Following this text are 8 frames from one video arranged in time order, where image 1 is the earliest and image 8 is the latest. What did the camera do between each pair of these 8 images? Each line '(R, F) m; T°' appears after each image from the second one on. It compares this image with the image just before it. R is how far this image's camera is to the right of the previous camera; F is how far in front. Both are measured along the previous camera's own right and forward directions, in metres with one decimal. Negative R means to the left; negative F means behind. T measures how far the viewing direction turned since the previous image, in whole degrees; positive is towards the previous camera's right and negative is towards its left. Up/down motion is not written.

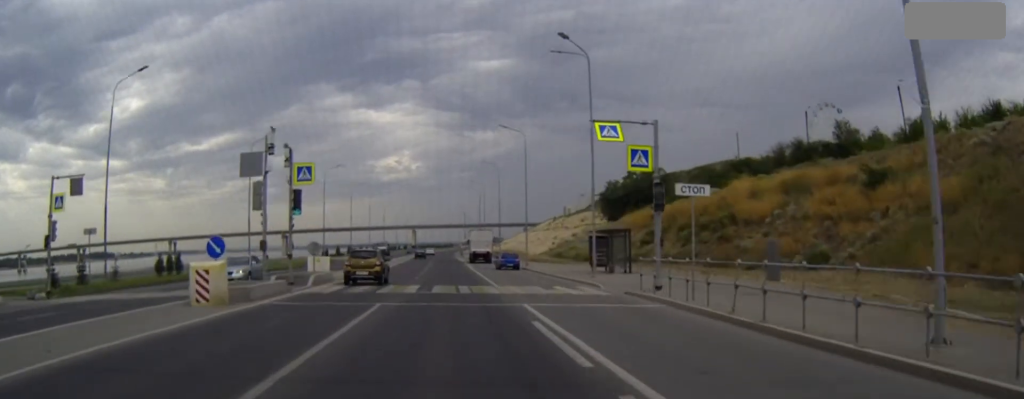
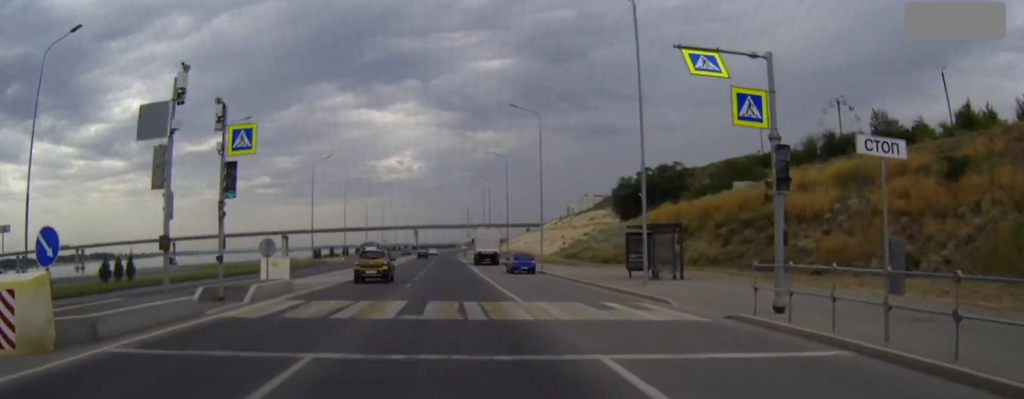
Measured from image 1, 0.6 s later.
(0.0, +10.3) m; 0°
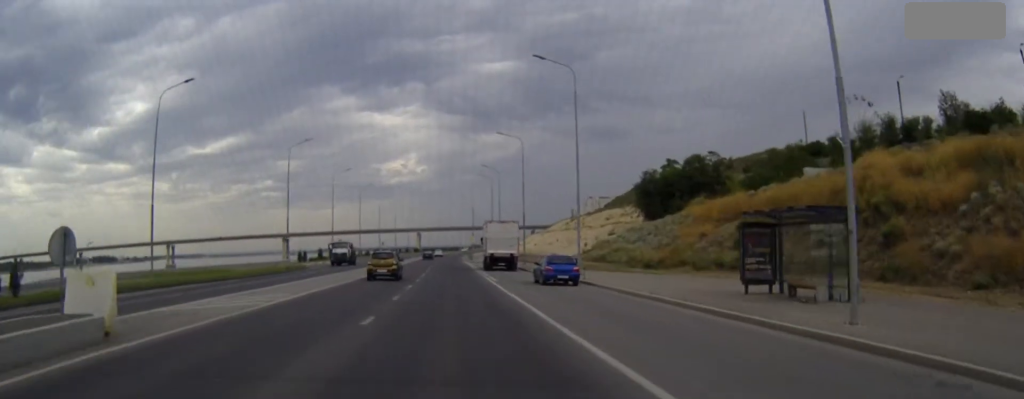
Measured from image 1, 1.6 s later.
(0.0, +16.2) m; 0°
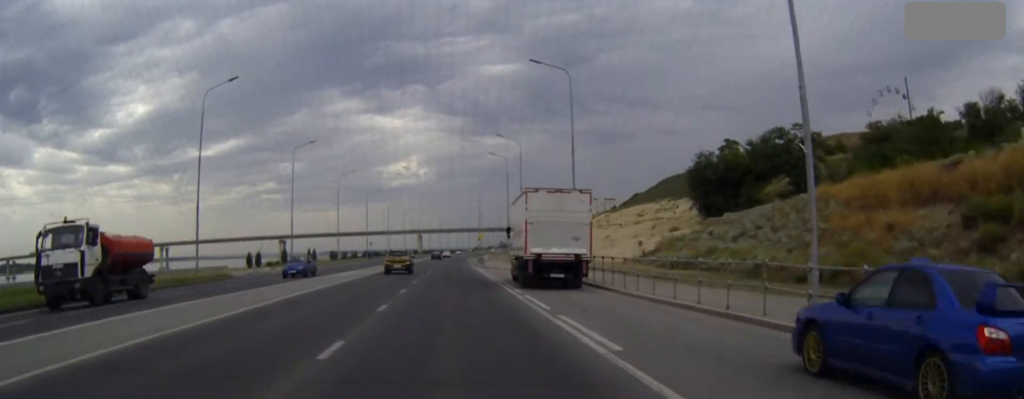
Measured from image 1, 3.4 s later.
(-0.1, +29.0) m; 0°
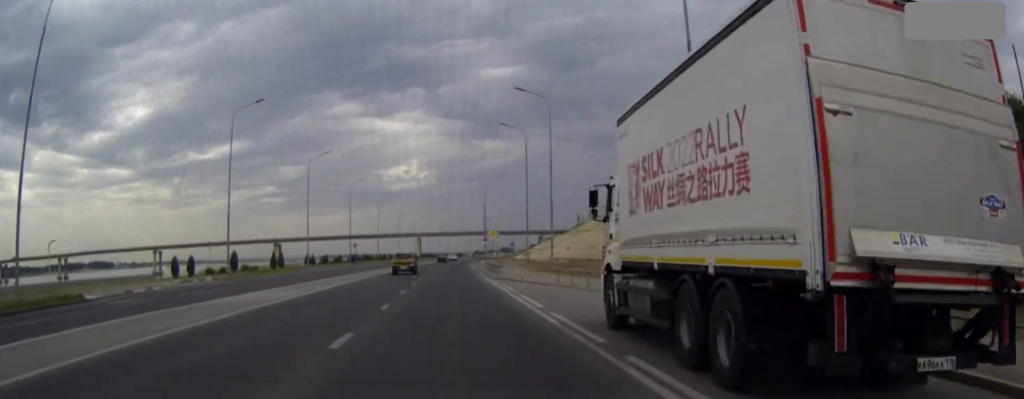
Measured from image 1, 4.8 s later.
(0.0, +23.0) m; 0°
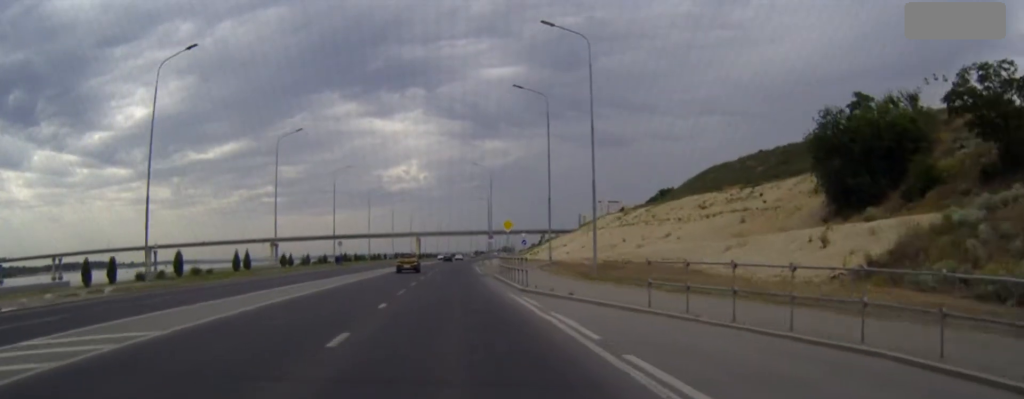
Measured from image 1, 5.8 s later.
(0.0, +16.0) m; 0°
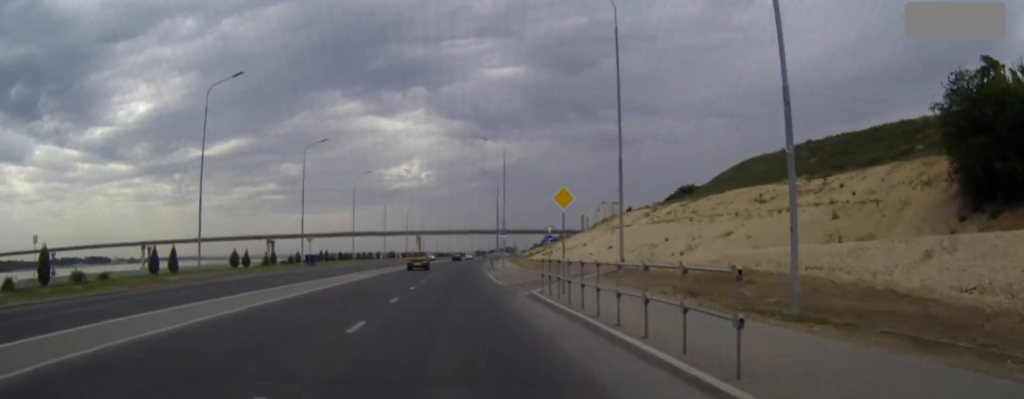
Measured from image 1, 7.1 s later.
(0.0, +22.1) m; 0°
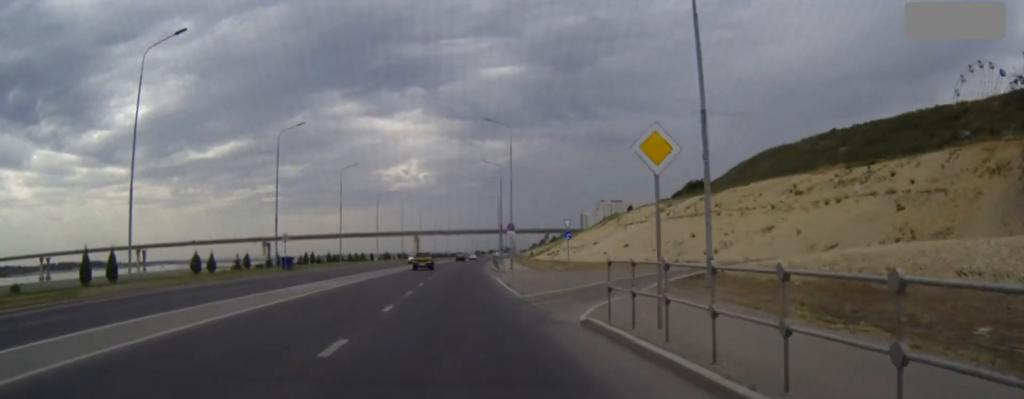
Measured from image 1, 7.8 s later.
(0.0, +11.1) m; 0°
